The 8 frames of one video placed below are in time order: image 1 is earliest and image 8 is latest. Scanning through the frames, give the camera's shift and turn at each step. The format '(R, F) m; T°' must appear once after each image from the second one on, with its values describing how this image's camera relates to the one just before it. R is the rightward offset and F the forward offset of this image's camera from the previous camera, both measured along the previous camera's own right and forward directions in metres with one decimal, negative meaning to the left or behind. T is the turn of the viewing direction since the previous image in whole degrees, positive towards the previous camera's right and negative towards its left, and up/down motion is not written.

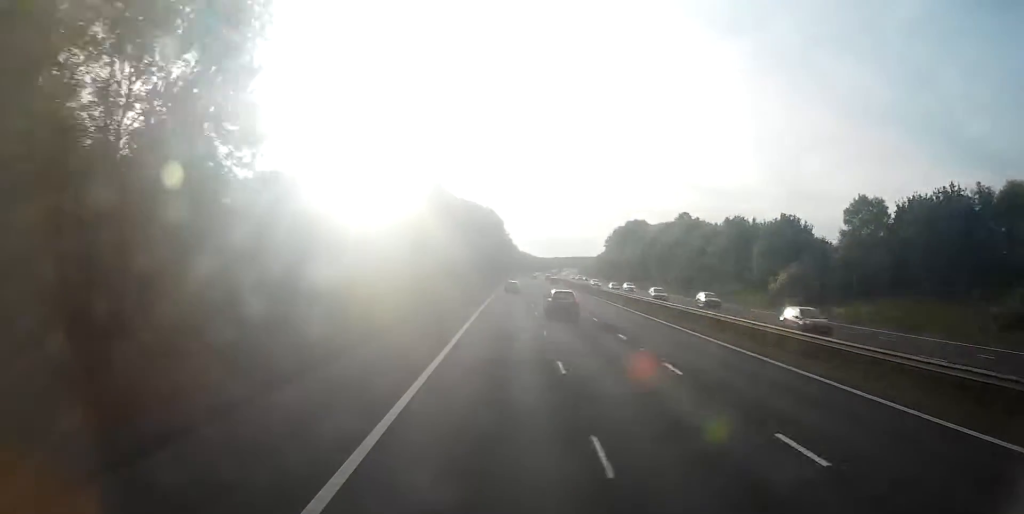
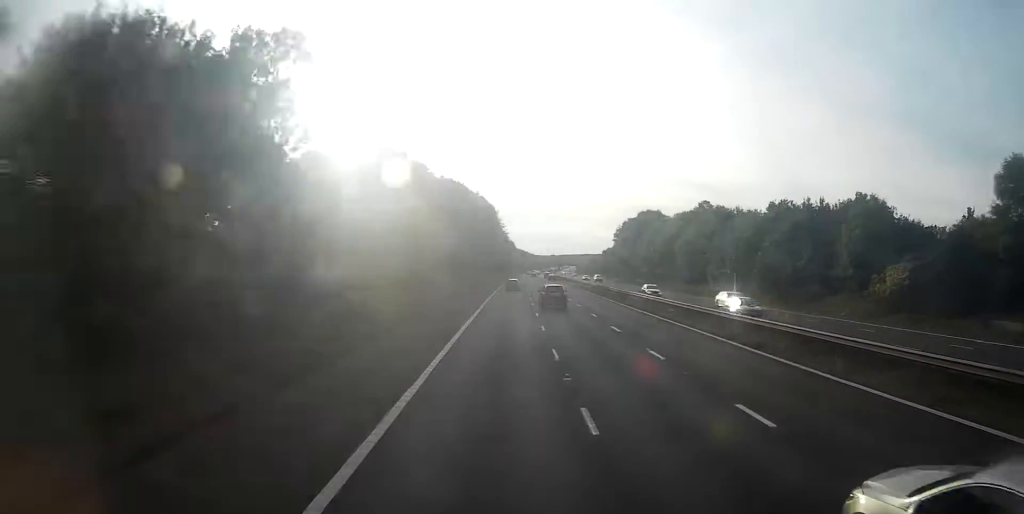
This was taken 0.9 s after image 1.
(+0.8, +24.7) m; +1°
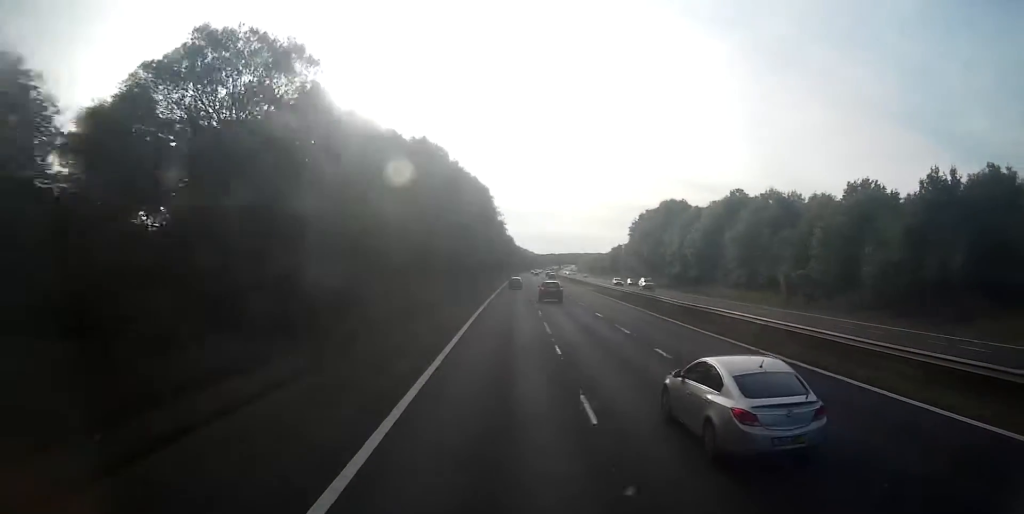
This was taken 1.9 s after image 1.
(-0.5, +26.5) m; -1°
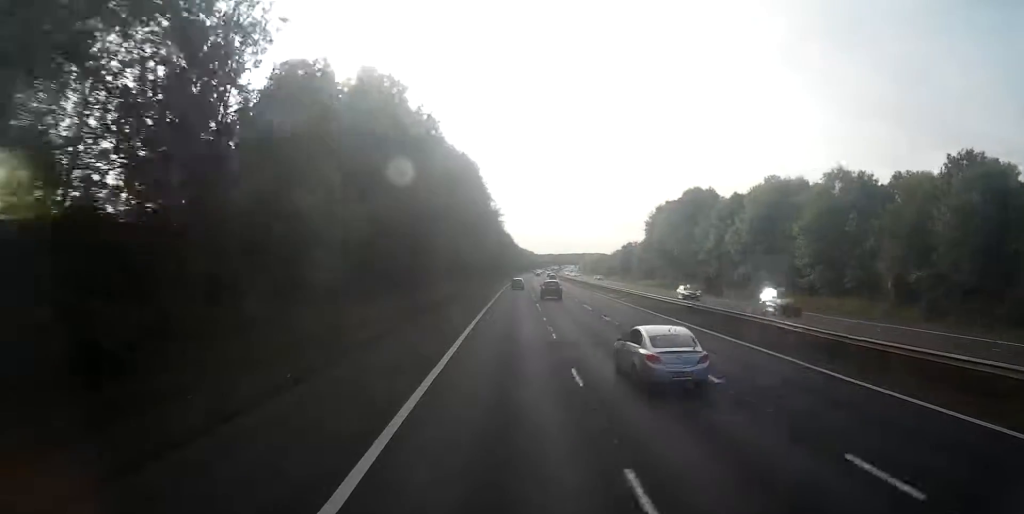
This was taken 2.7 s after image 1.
(0.0, +22.0) m; +1°
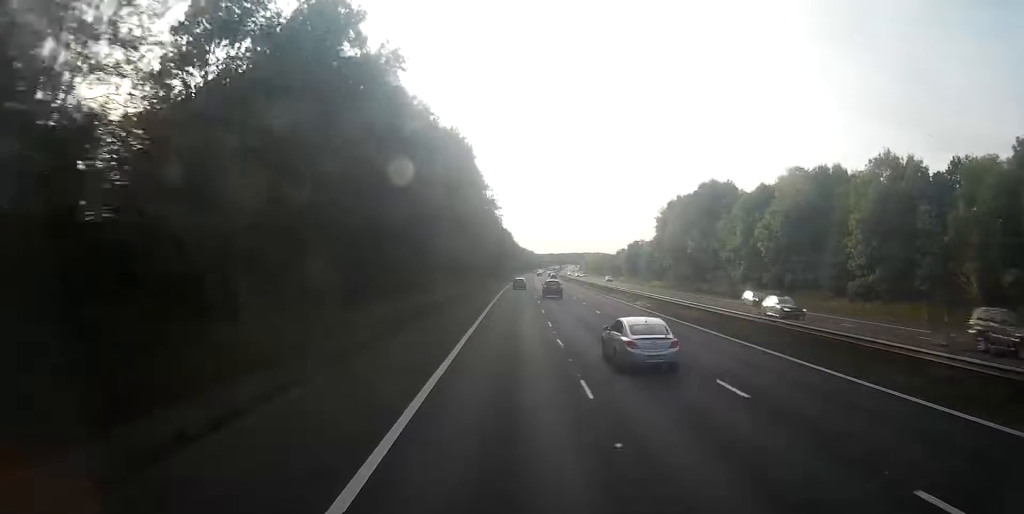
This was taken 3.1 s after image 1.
(0.0, +11.0) m; 0°
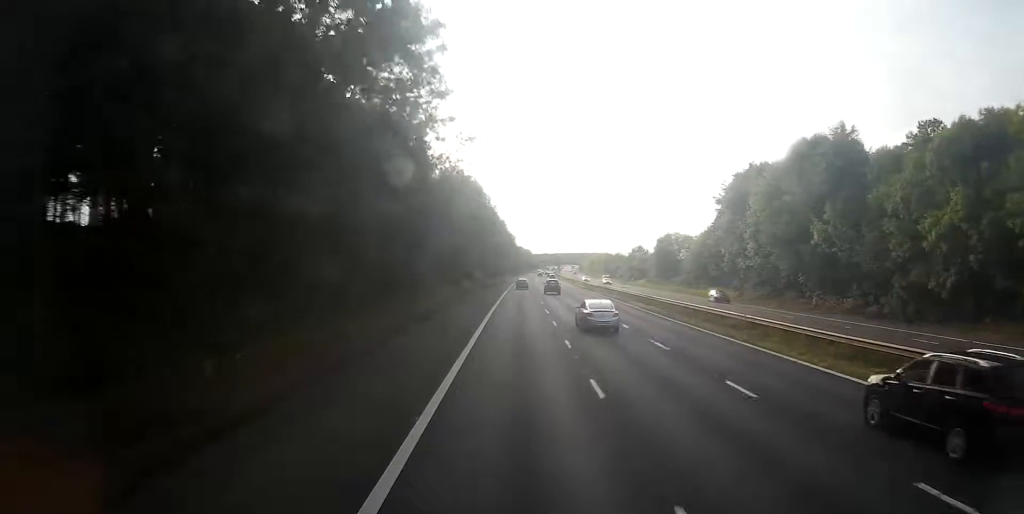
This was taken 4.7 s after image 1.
(0.0, +43.9) m; 0°
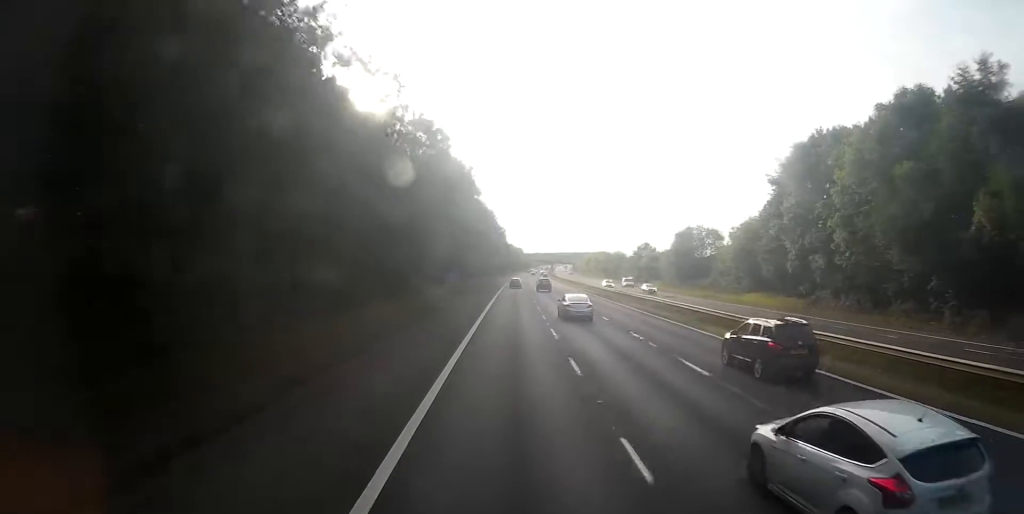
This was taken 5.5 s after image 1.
(+0.2, +23.9) m; +1°
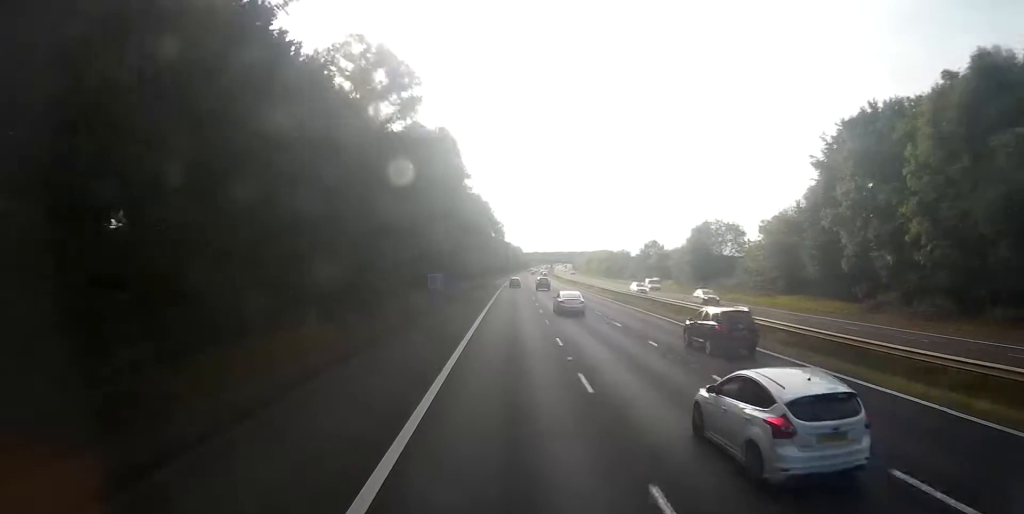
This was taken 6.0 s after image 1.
(+0.1, +12.0) m; 0°
